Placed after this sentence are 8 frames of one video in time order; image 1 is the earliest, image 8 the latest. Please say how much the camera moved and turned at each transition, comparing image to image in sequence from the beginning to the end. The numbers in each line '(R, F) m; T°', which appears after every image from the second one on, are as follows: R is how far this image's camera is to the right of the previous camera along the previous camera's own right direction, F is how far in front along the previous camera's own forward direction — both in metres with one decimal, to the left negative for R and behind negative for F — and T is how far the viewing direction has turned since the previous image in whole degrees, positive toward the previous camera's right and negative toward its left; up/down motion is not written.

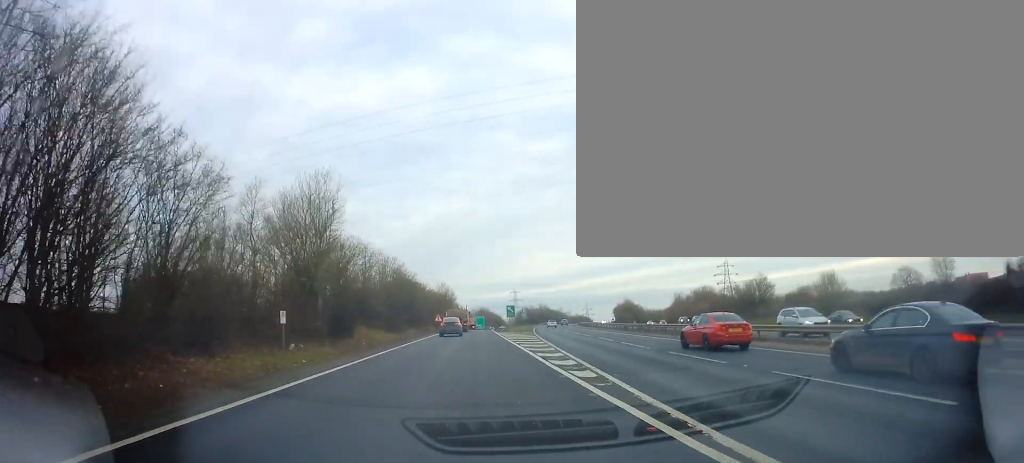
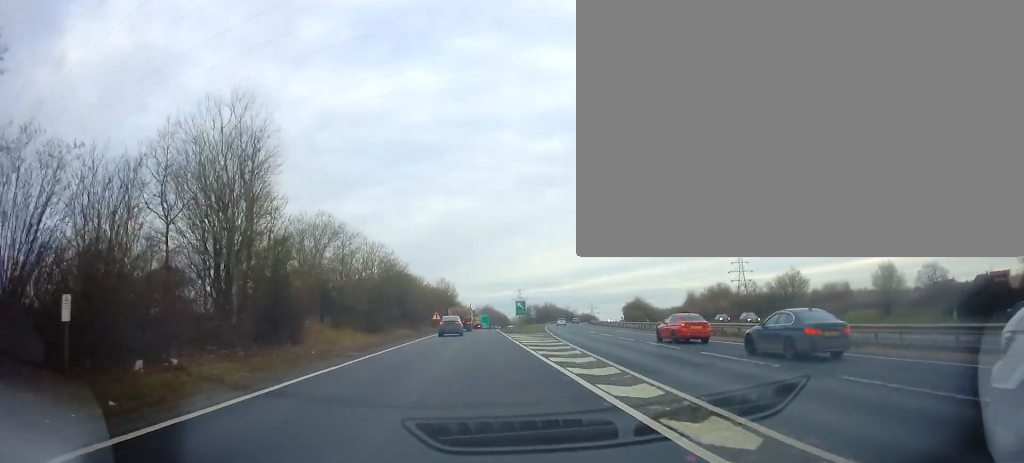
(0.0, +10.9) m; 0°
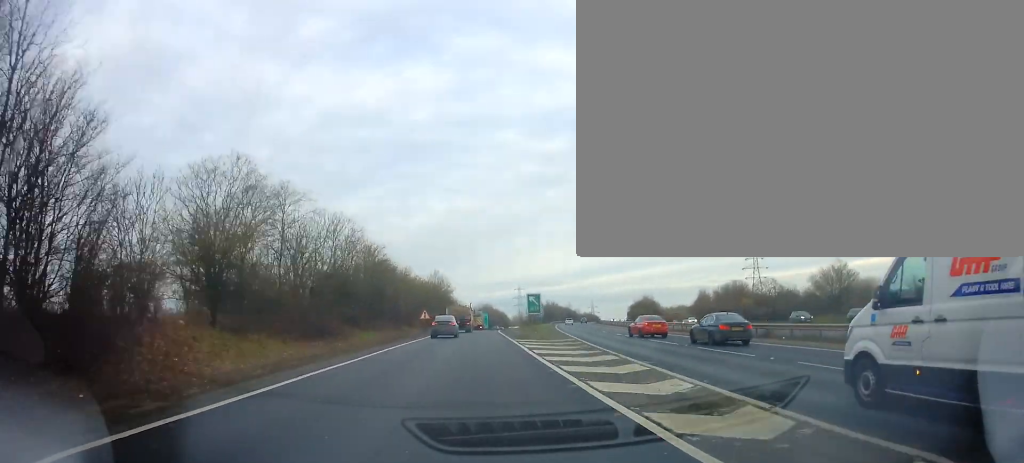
(0.0, +14.4) m; 0°
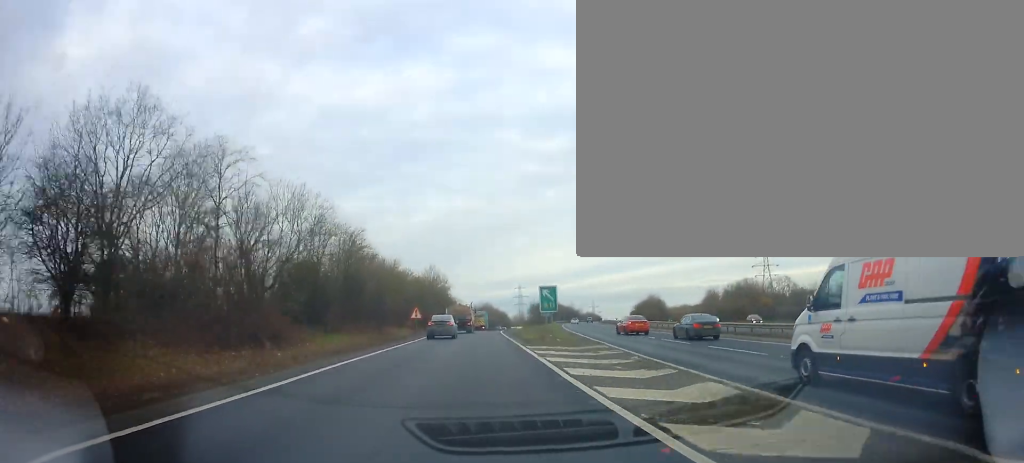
(0.0, +8.3) m; 0°
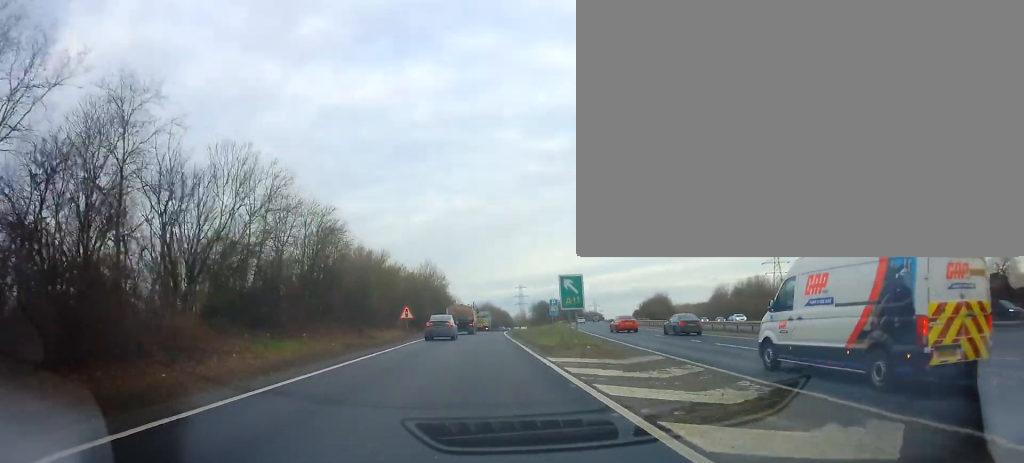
(0.0, +7.6) m; 0°
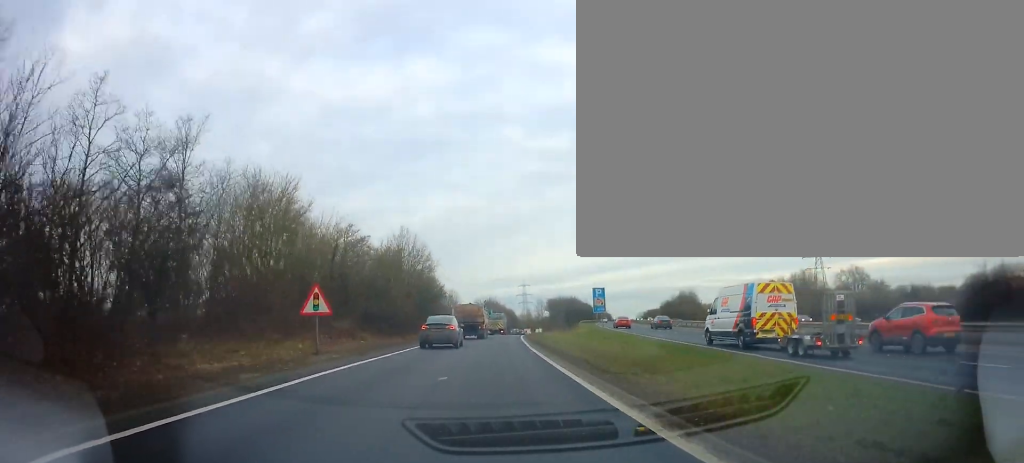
(+0.1, +26.4) m; +1°
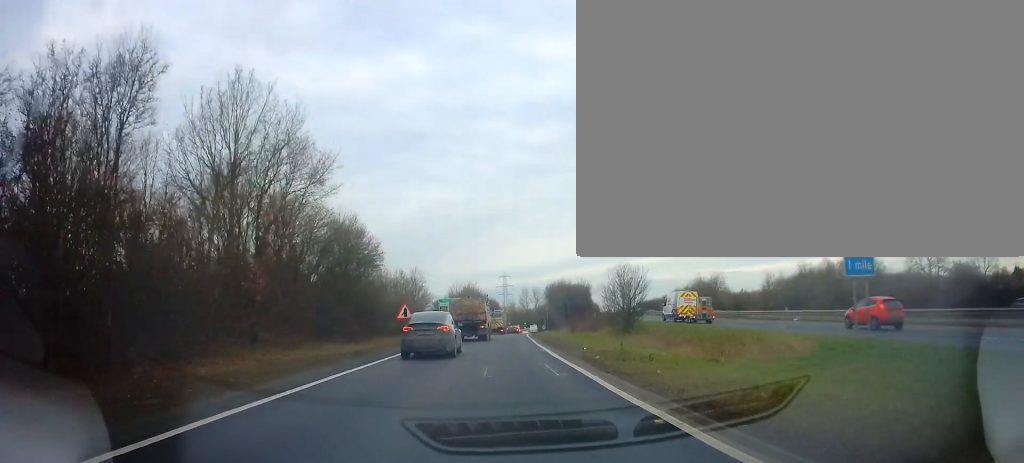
(+0.1, +33.0) m; +2°
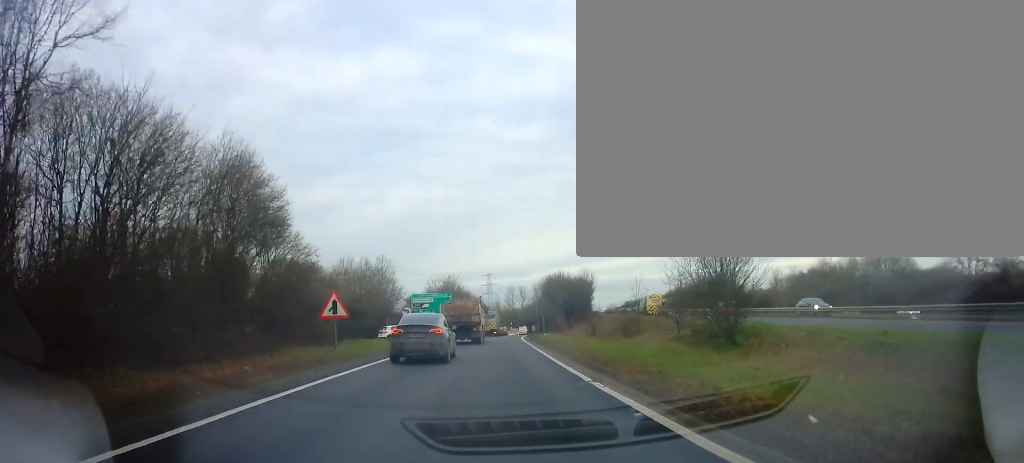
(+0.5, +15.5) m; +3°
